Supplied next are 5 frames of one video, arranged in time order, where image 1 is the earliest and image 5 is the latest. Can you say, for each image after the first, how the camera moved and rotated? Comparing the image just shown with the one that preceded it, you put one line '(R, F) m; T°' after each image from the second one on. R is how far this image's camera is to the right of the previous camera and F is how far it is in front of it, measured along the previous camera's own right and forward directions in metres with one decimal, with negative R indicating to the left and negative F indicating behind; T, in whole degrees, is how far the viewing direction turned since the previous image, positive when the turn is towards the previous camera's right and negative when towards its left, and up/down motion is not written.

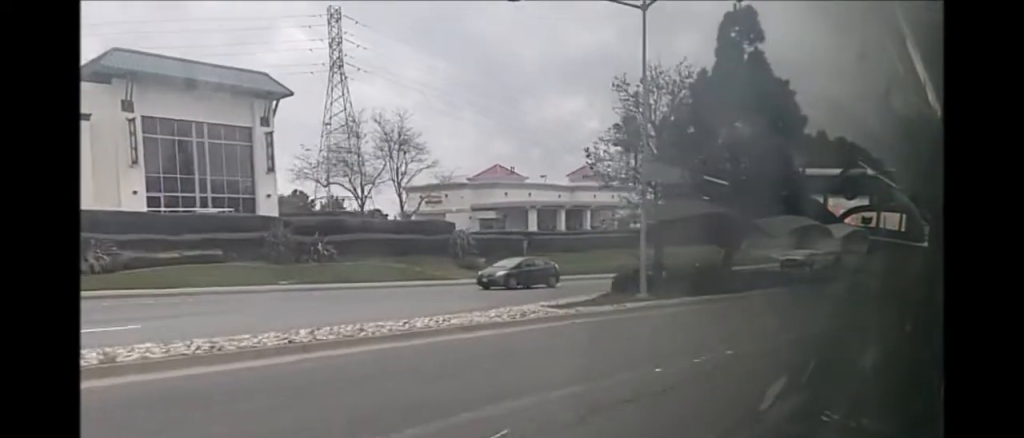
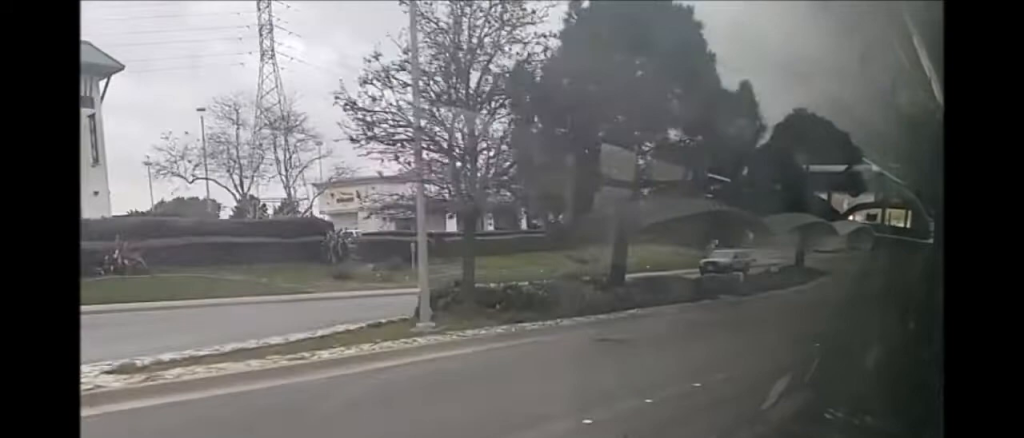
(-0.2, +11.0) m; -3°
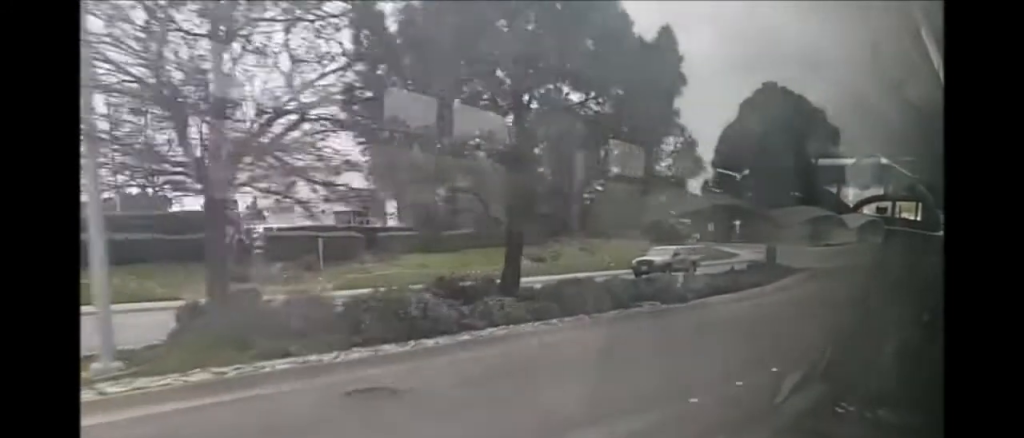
(-0.1, +6.9) m; 0°
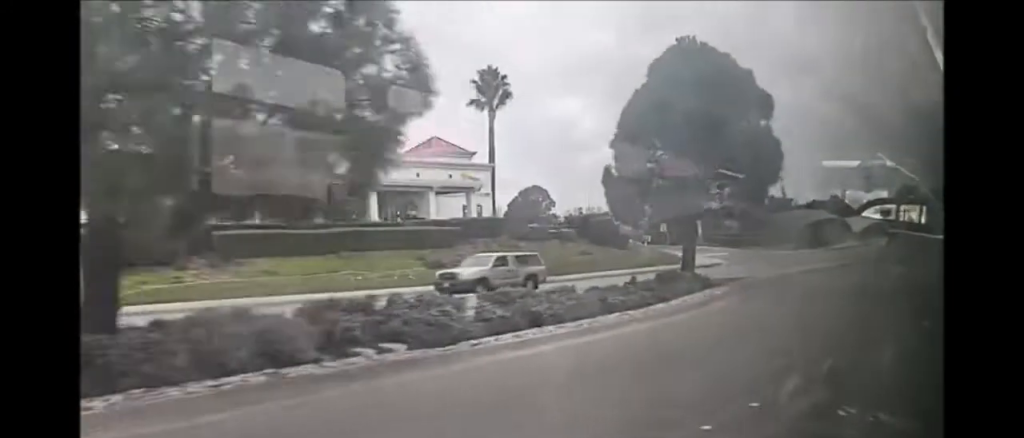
(+0.1, +9.7) m; +2°
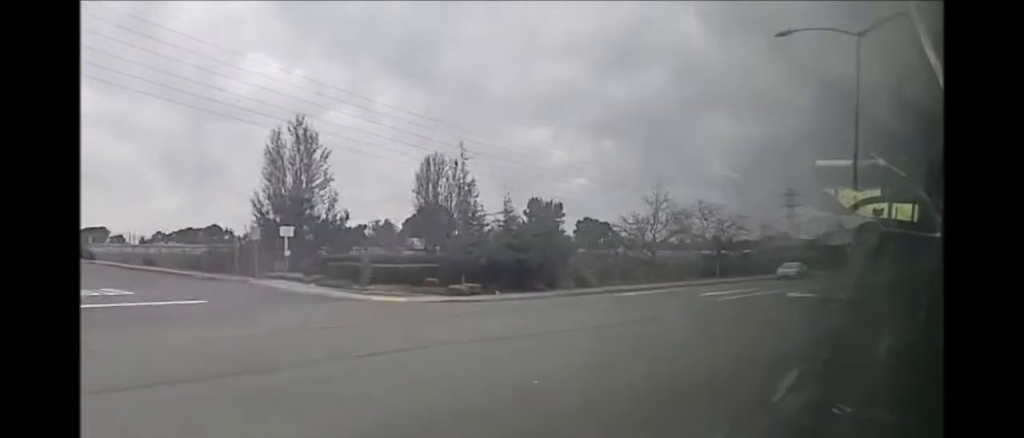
(+2.0, +44.8) m; +2°
